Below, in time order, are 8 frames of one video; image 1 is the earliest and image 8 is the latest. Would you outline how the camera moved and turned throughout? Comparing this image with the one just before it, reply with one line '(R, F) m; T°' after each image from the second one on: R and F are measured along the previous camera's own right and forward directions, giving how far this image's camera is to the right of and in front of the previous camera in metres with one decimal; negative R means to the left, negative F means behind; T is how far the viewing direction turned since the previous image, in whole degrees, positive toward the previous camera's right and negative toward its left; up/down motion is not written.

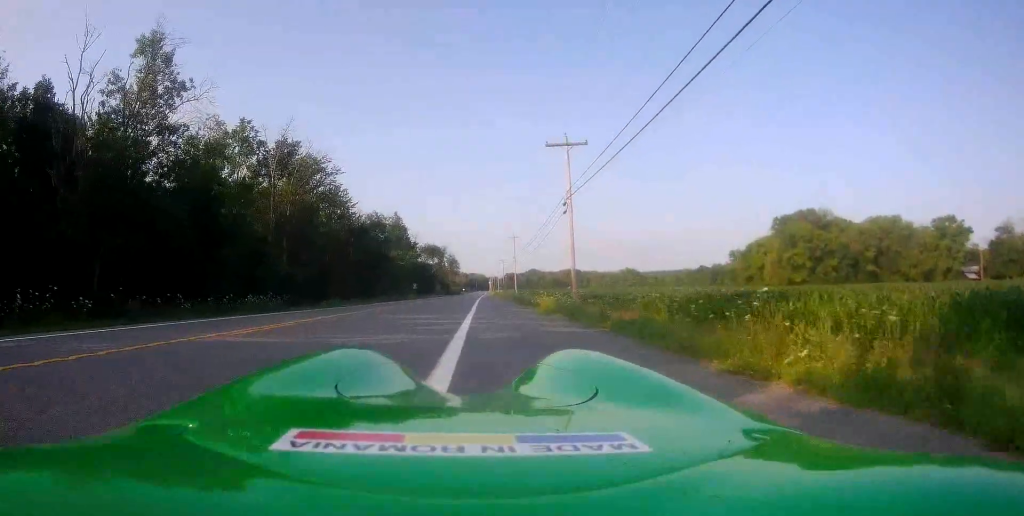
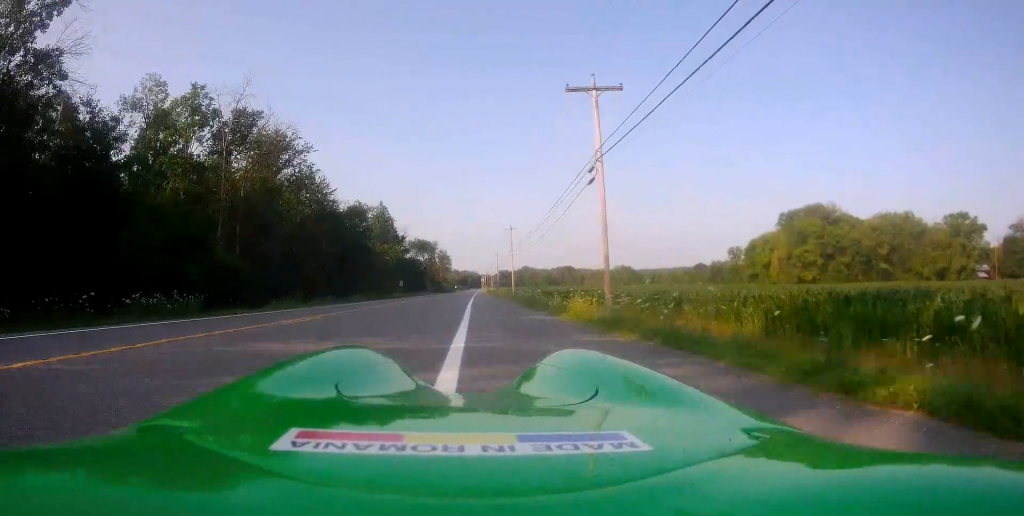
(-0.2, +9.7) m; -3°
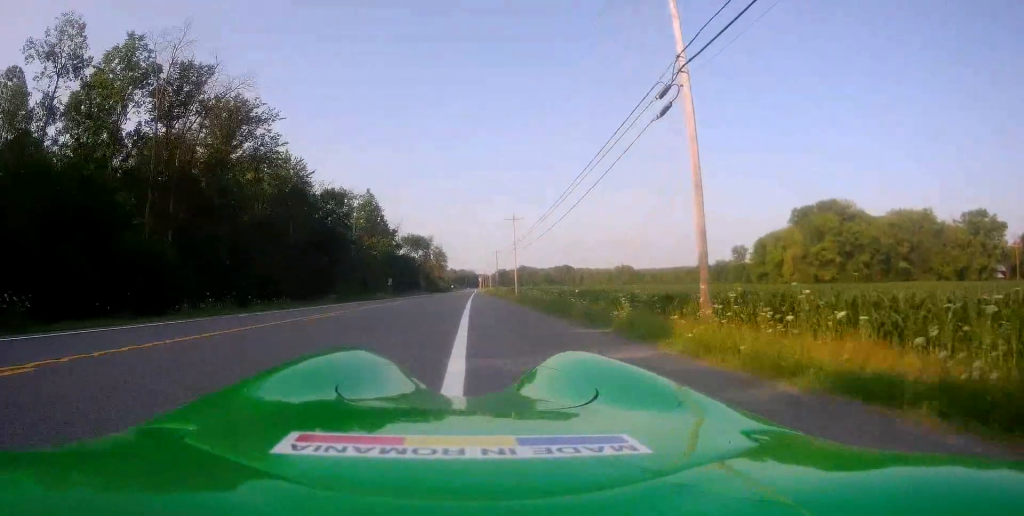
(-0.2, +10.7) m; +1°
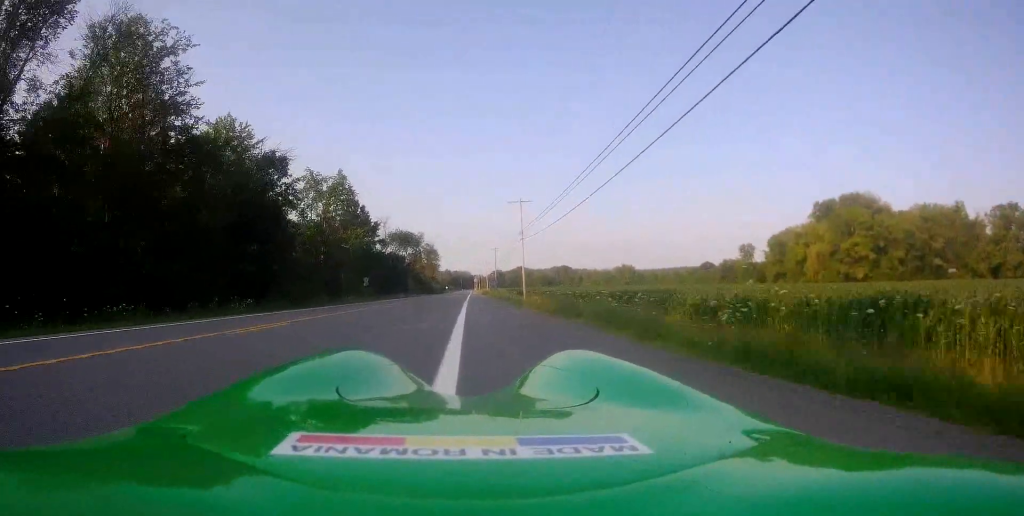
(+0.9, +16.9) m; +6°
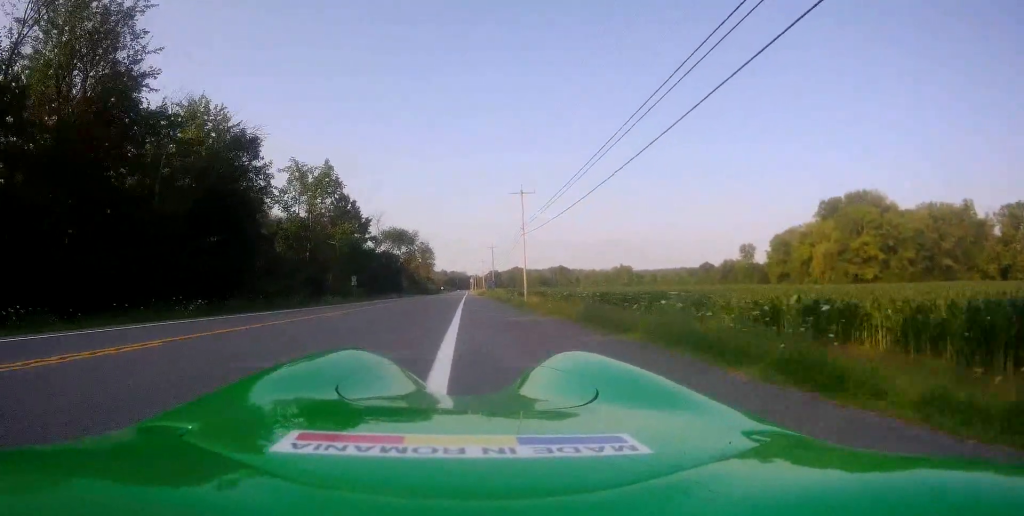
(+0.3, +5.4) m; -2°
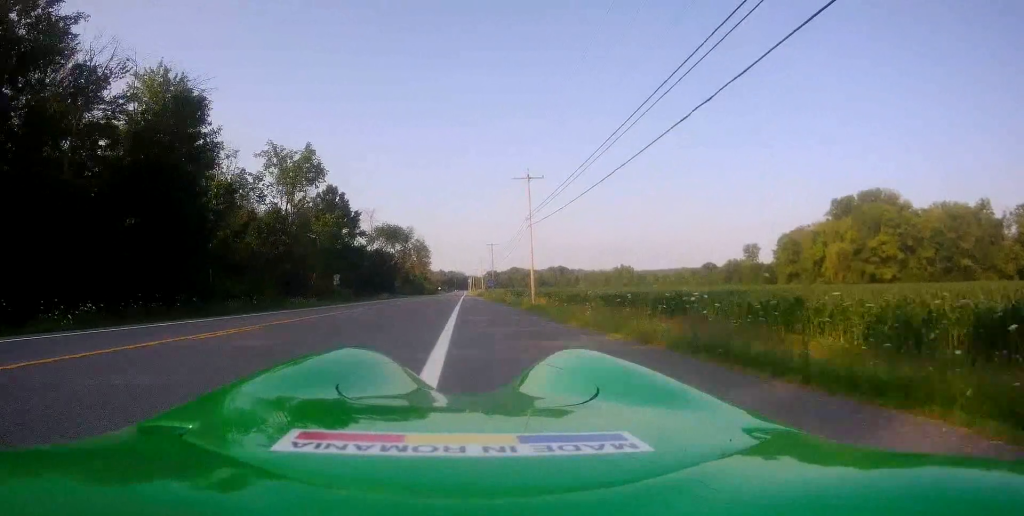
(-0.4, +7.7) m; -2°
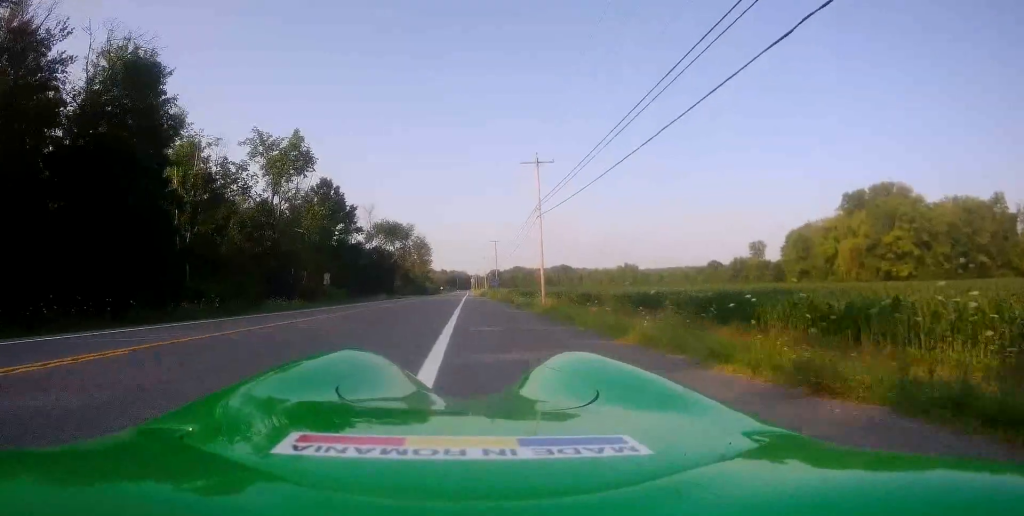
(-0.3, +5.1) m; 0°
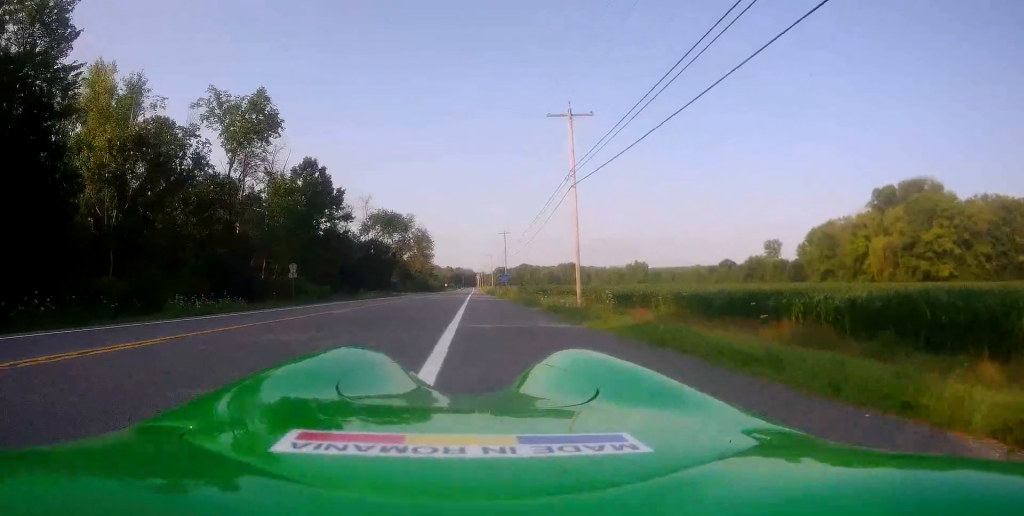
(+0.8, +11.8) m; +3°
